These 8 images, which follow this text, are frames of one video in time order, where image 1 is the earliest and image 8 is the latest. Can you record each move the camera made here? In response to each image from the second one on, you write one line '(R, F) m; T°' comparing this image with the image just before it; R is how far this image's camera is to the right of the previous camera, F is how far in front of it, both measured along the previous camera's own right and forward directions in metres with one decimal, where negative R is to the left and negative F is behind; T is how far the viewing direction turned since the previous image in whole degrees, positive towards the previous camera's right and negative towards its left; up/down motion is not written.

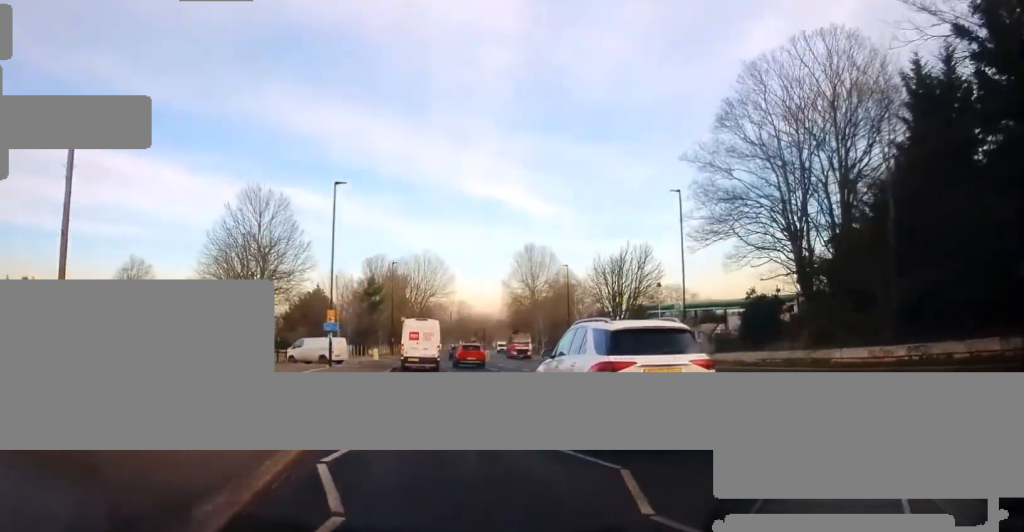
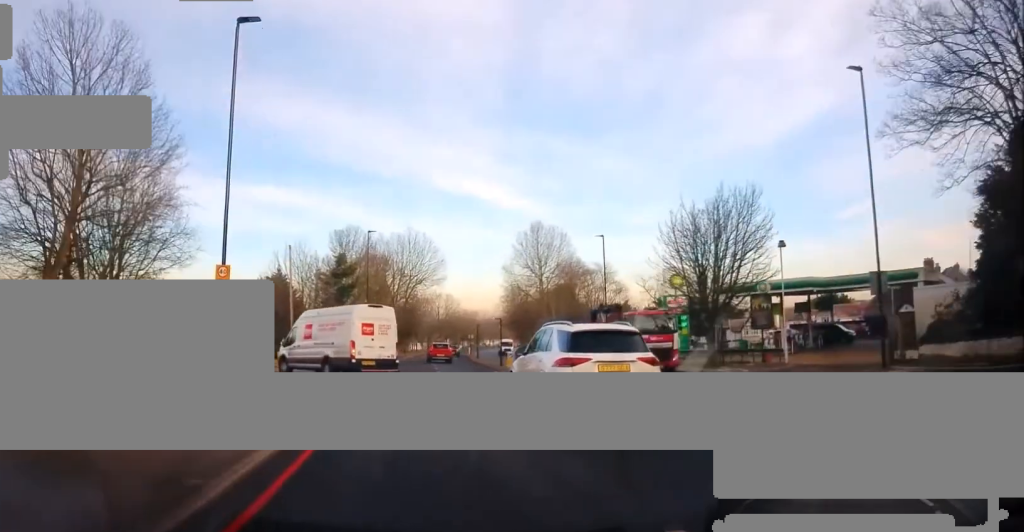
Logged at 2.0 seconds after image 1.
(+0.2, +20.5) m; 0°
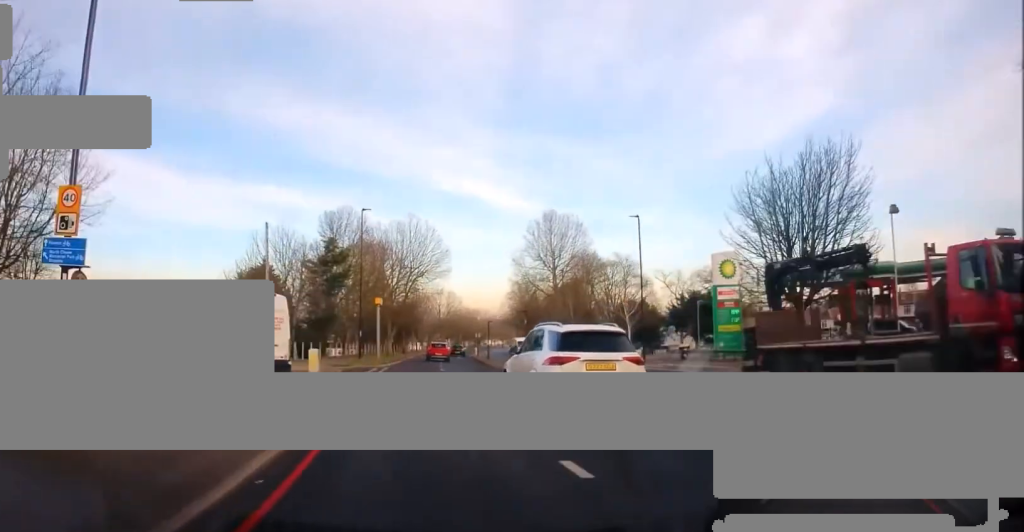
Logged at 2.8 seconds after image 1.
(0.0, +8.9) m; 0°
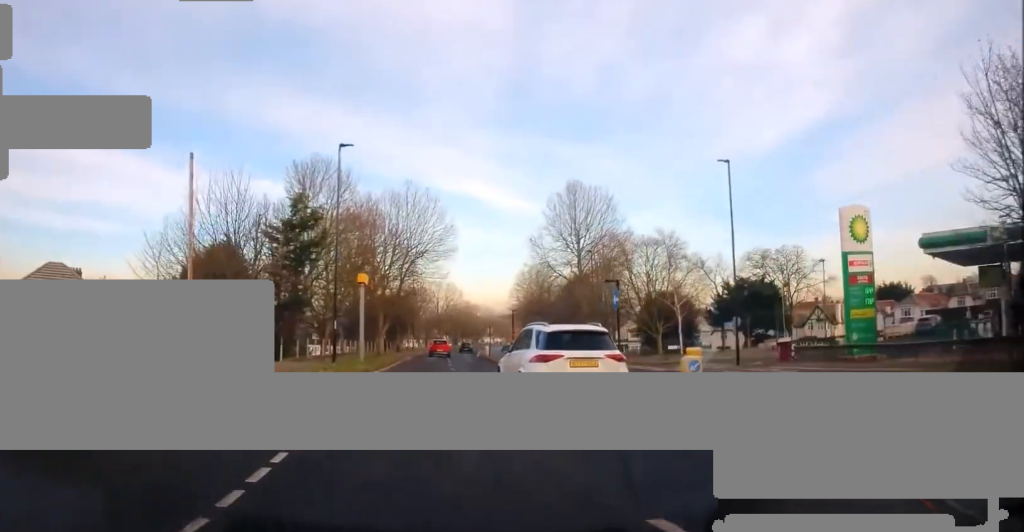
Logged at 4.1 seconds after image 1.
(0.0, +14.7) m; +1°
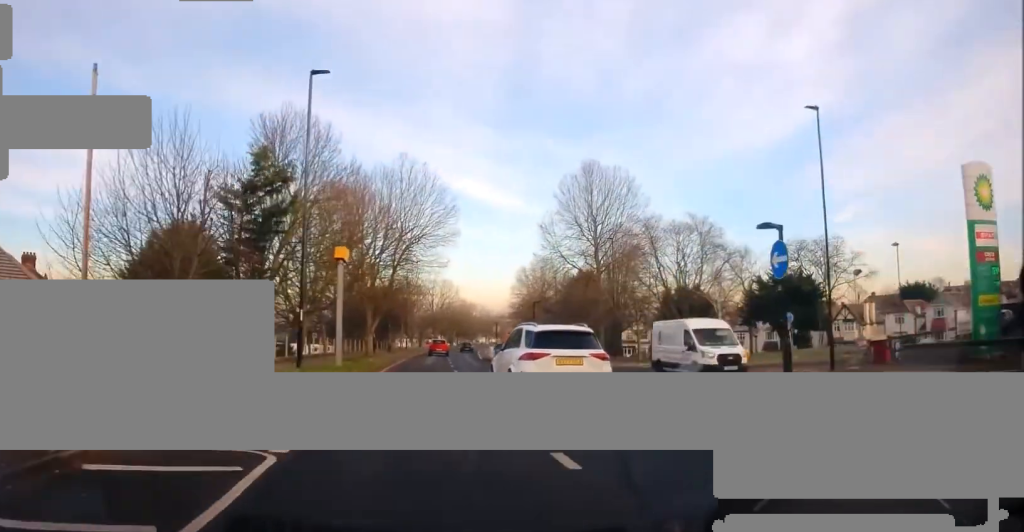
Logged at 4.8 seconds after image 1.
(+0.1, +8.8) m; +2°
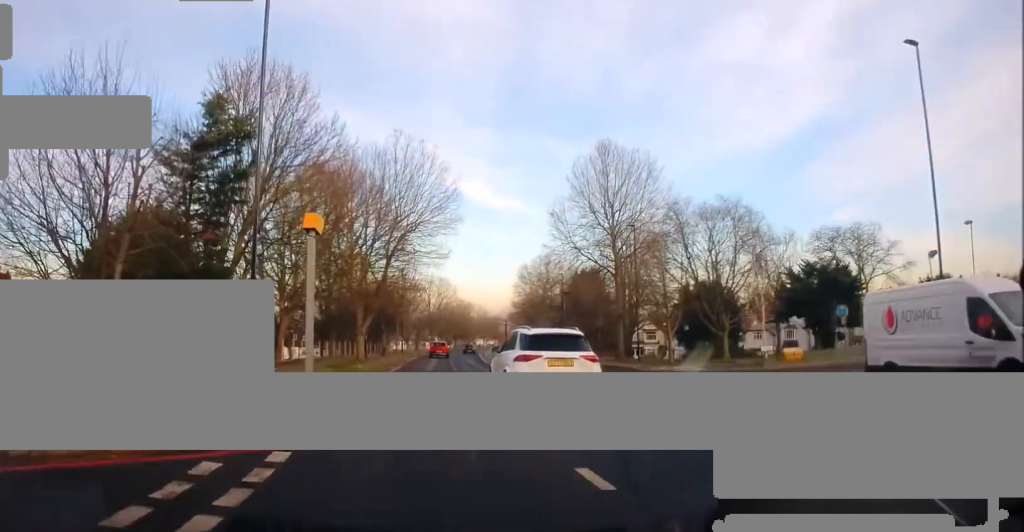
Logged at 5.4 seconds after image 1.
(0.0, +7.0) m; +1°
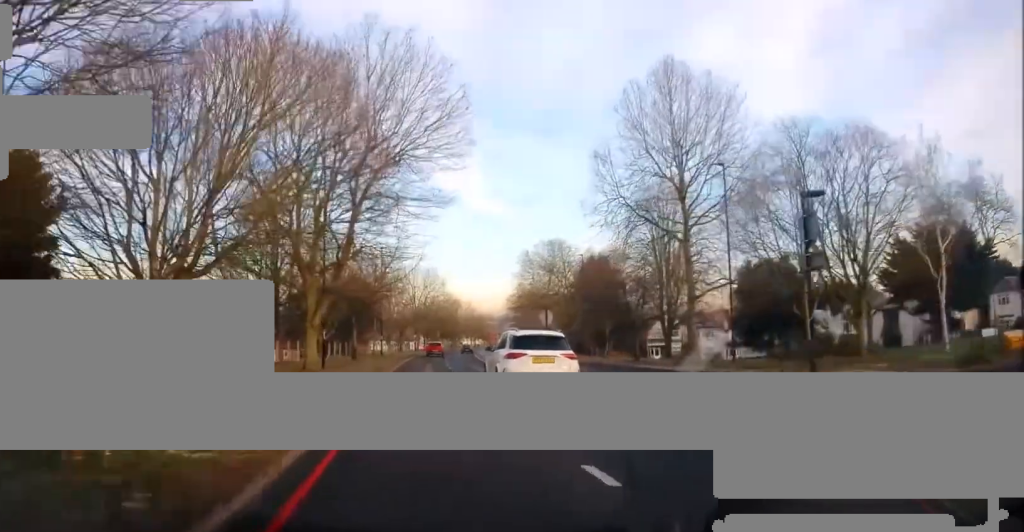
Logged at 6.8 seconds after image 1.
(+0.5, +19.7) m; +2°
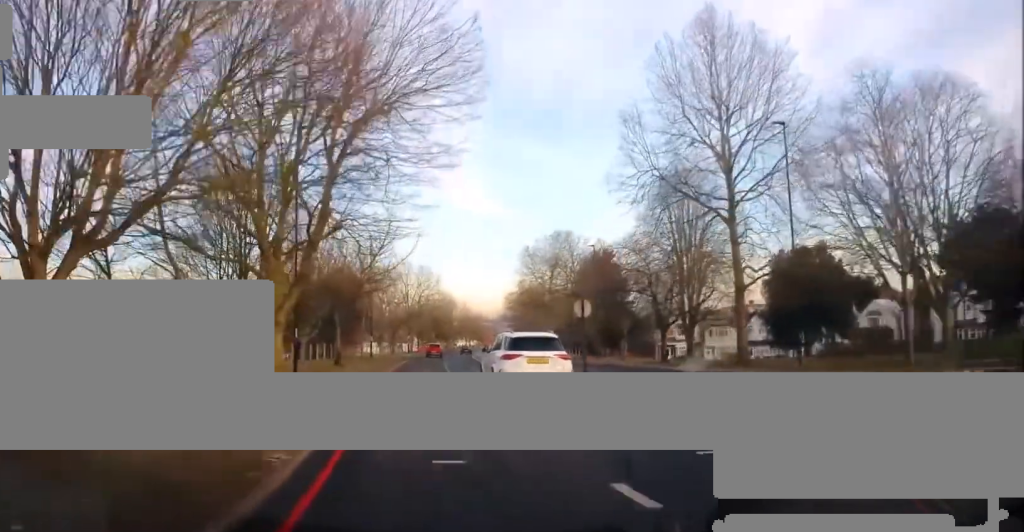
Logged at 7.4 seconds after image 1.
(0.0, +7.2) m; 0°
